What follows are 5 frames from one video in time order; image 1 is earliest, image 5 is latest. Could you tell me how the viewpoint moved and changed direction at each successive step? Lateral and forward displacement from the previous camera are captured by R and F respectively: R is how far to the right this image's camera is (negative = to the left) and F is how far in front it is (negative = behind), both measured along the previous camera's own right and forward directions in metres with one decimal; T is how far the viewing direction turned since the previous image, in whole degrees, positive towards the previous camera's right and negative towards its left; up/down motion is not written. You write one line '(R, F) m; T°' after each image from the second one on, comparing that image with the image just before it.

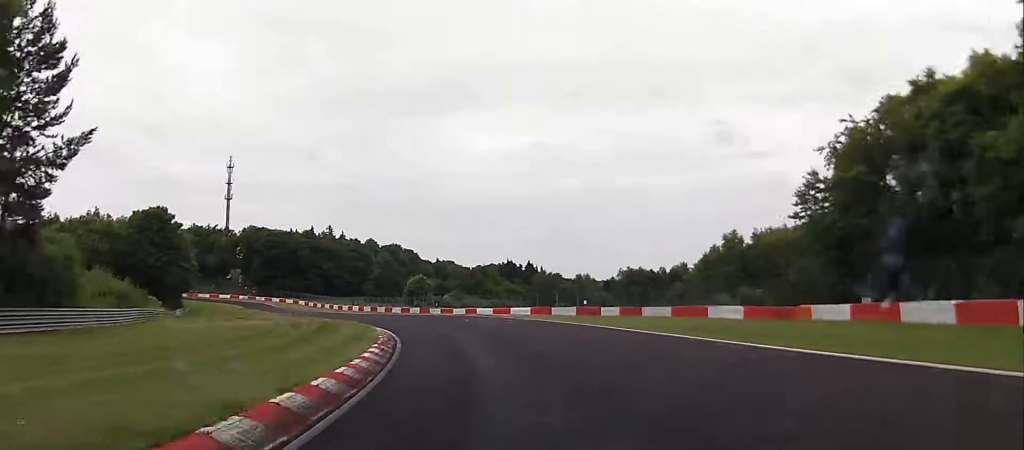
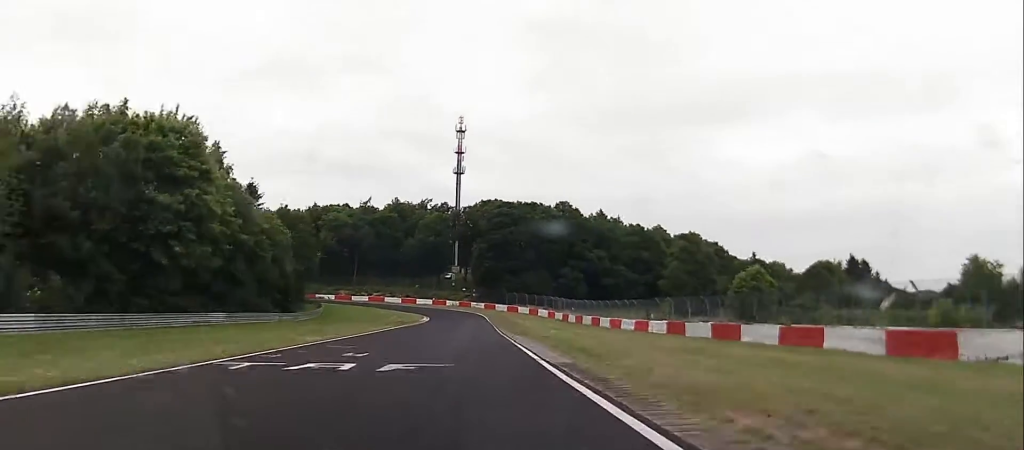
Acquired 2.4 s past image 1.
(-20.0, +82.8) m; -20°
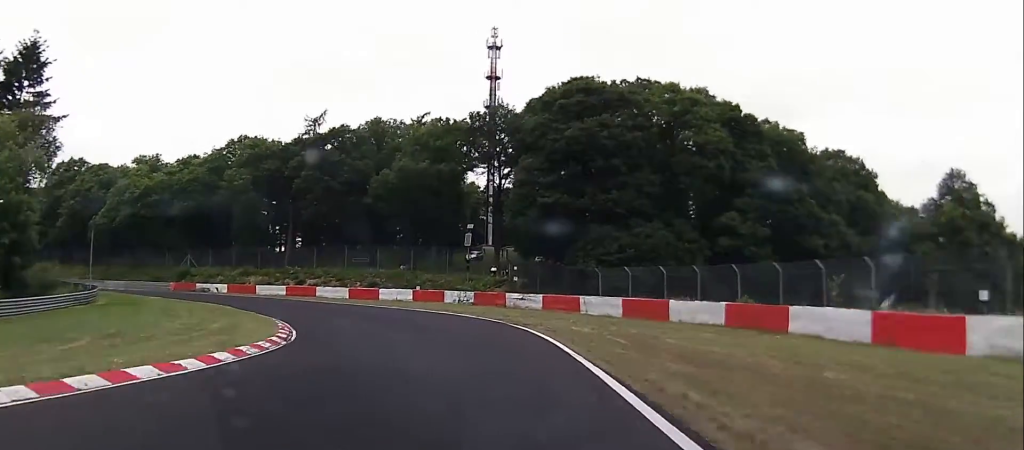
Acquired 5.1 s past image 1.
(-4.0, +75.9) m; -13°
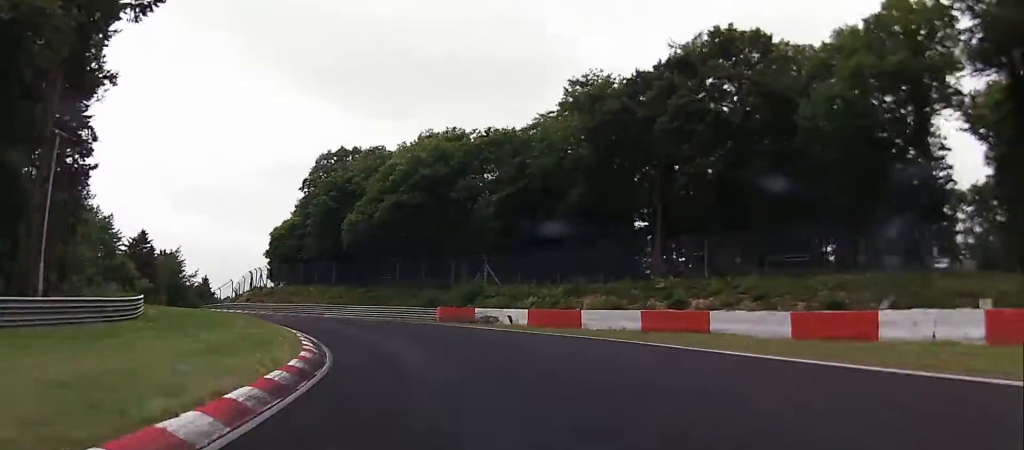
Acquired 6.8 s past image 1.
(-9.0, +37.6) m; -34°
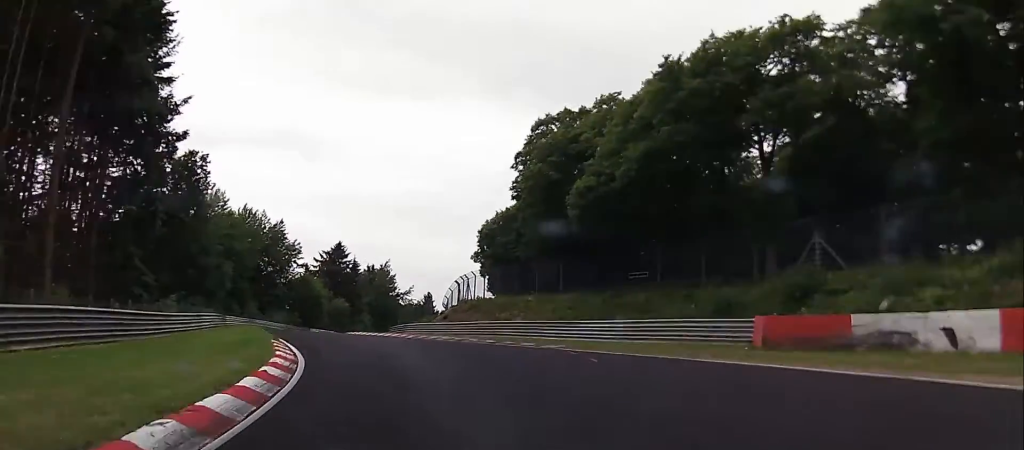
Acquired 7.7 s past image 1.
(-4.7, +23.8) m; -17°
